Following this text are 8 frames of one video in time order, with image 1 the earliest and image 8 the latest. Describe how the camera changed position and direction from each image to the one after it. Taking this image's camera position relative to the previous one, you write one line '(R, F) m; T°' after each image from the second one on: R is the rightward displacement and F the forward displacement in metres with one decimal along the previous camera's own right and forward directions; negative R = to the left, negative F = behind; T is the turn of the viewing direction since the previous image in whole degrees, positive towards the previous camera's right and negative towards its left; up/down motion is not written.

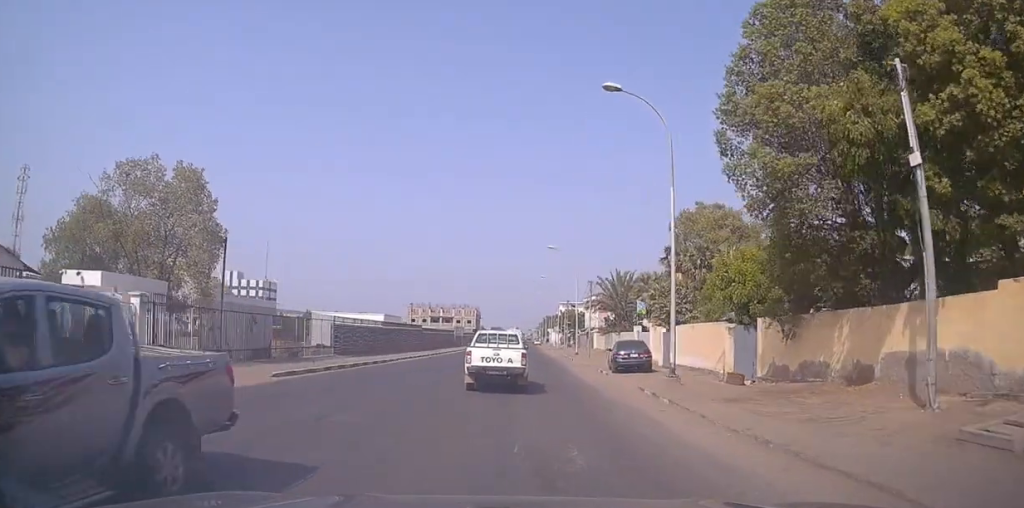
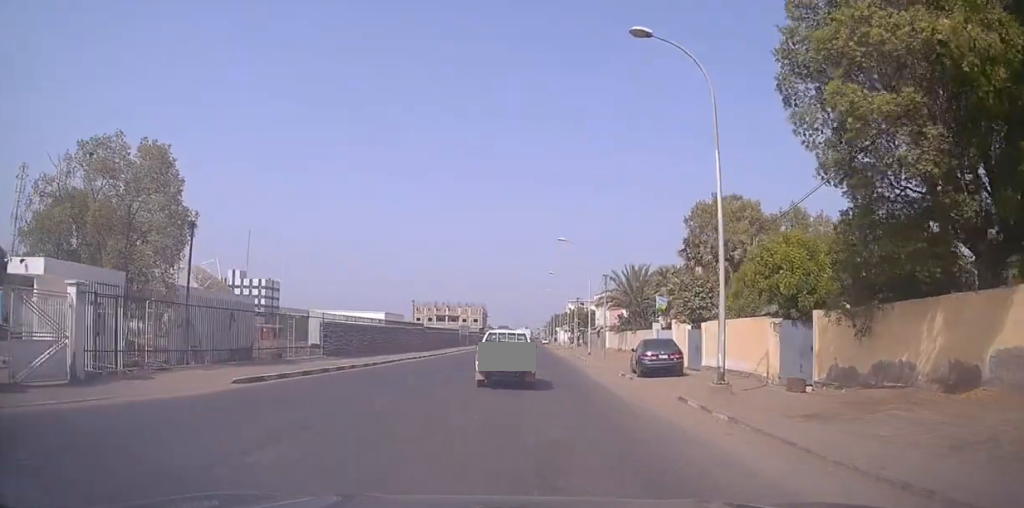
(+0.1, +3.5) m; 0°
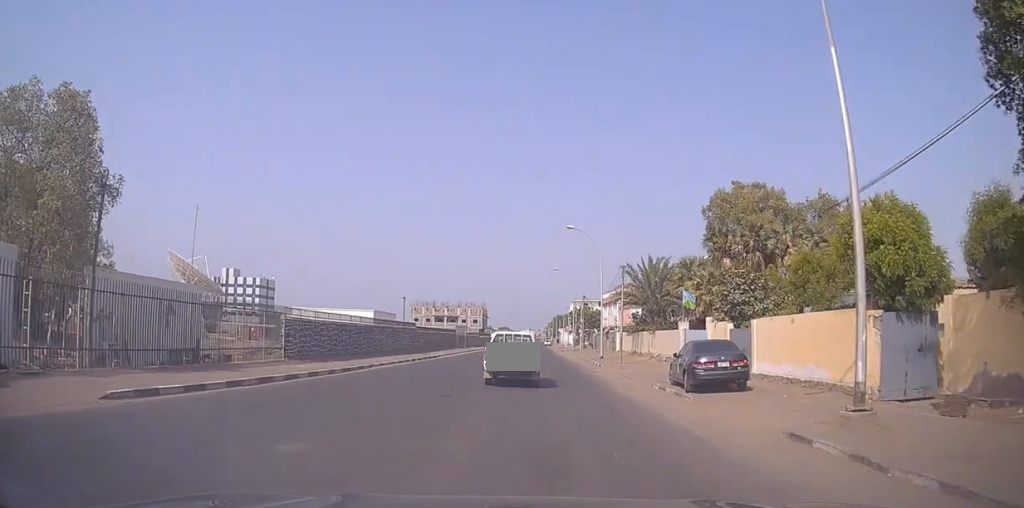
(0.0, +5.8) m; -1°
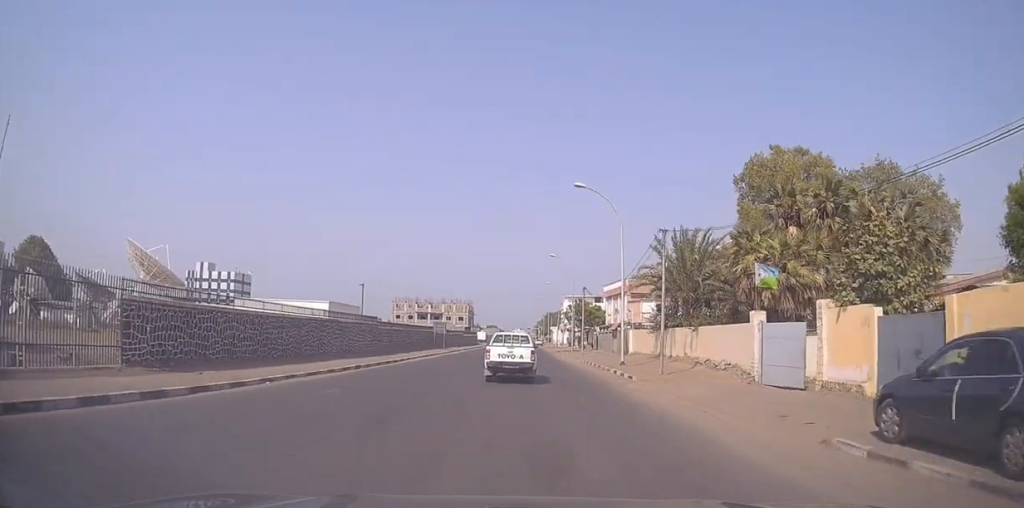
(+0.2, +11.7) m; +1°
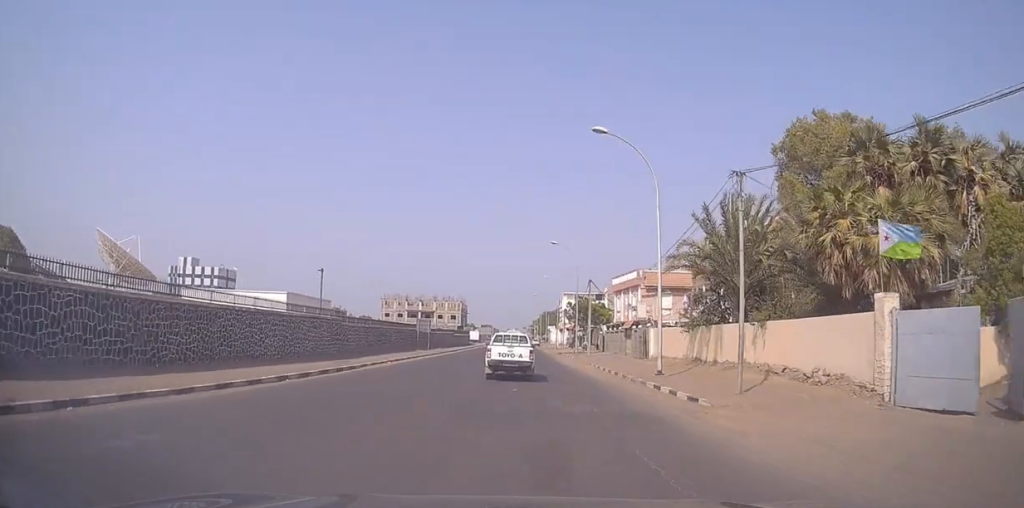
(-0.2, +8.6) m; -2°
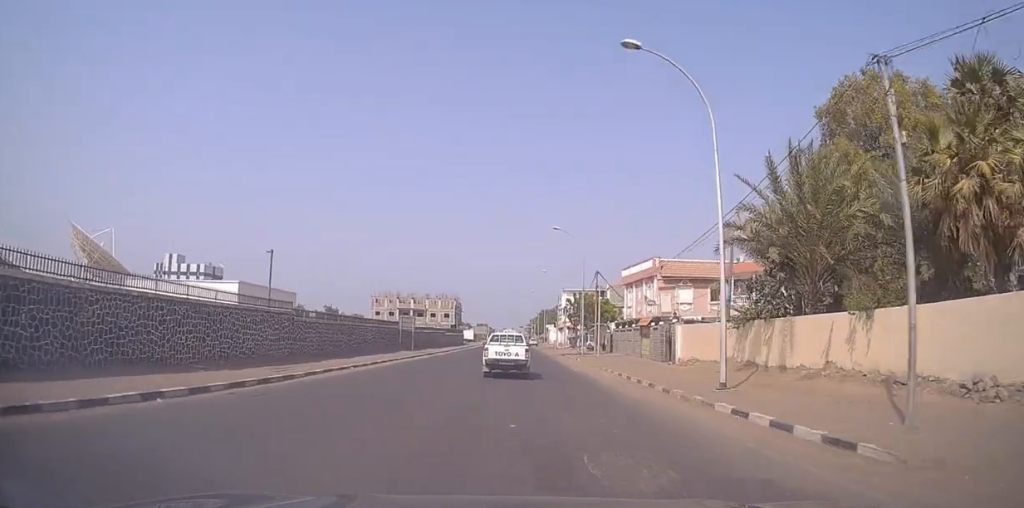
(-0.1, +7.3) m; +1°
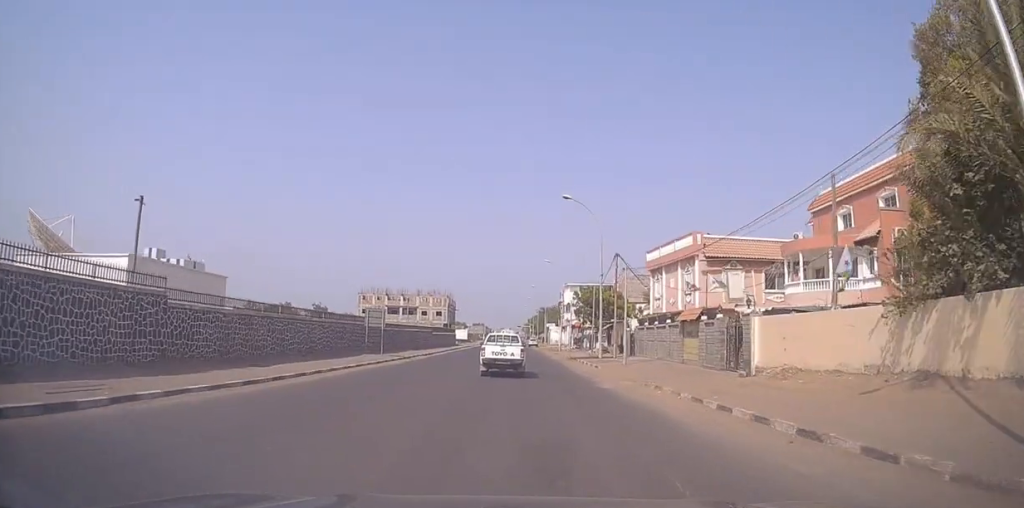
(+0.5, +10.9) m; +2°
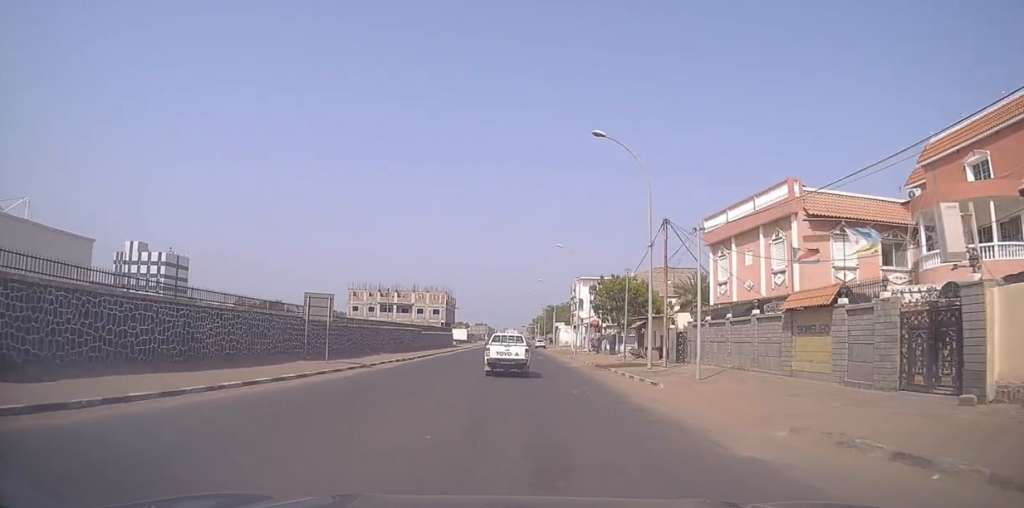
(-0.3, +12.3) m; +1°
